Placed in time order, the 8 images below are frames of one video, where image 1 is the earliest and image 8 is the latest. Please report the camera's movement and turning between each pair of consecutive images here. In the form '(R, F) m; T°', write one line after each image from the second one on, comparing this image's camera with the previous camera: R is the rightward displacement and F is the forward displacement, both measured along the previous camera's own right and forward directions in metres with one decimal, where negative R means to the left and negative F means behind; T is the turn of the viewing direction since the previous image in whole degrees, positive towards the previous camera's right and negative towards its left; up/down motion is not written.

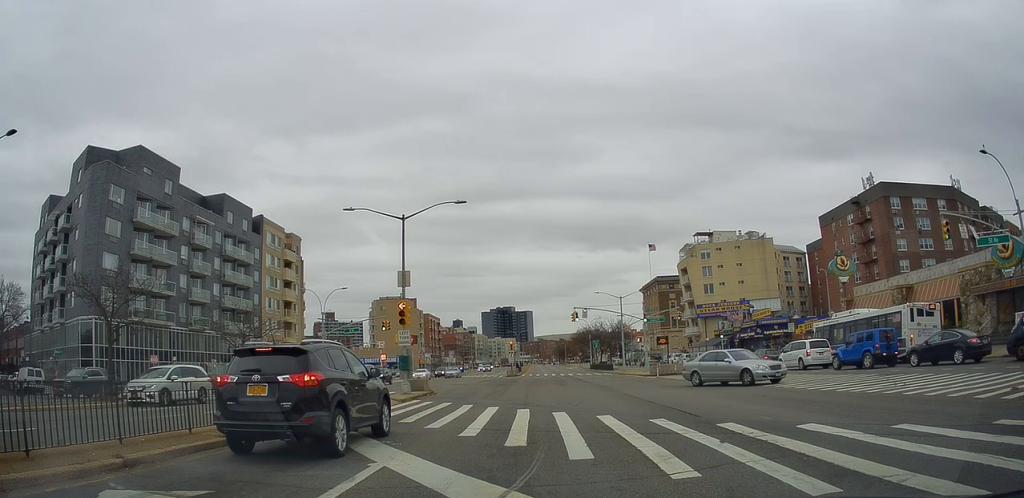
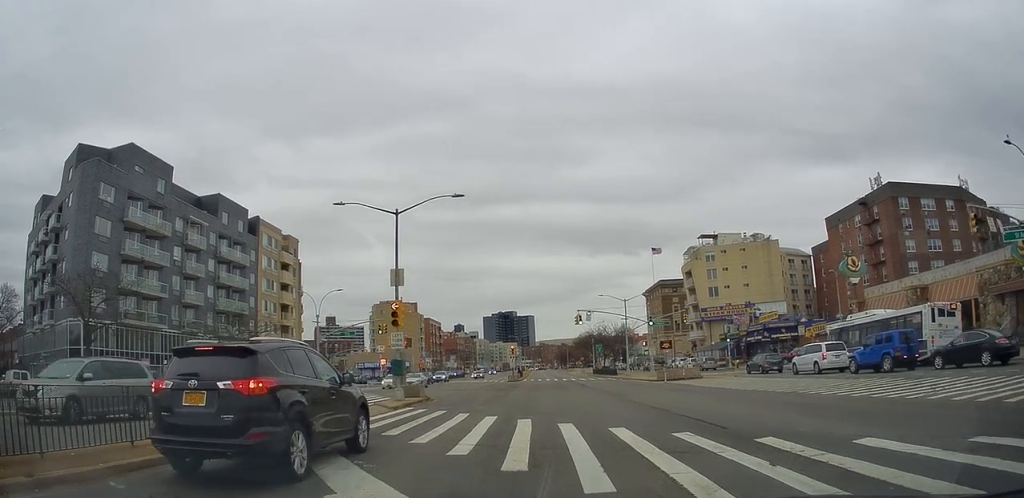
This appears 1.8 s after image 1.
(0.0, 0.0) m; 0°
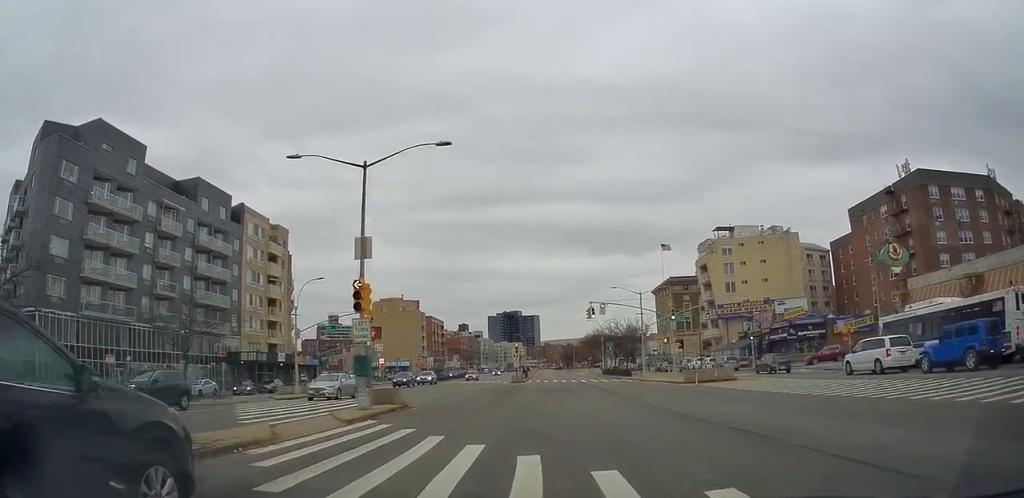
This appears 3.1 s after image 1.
(-0.1, +0.9) m; 0°
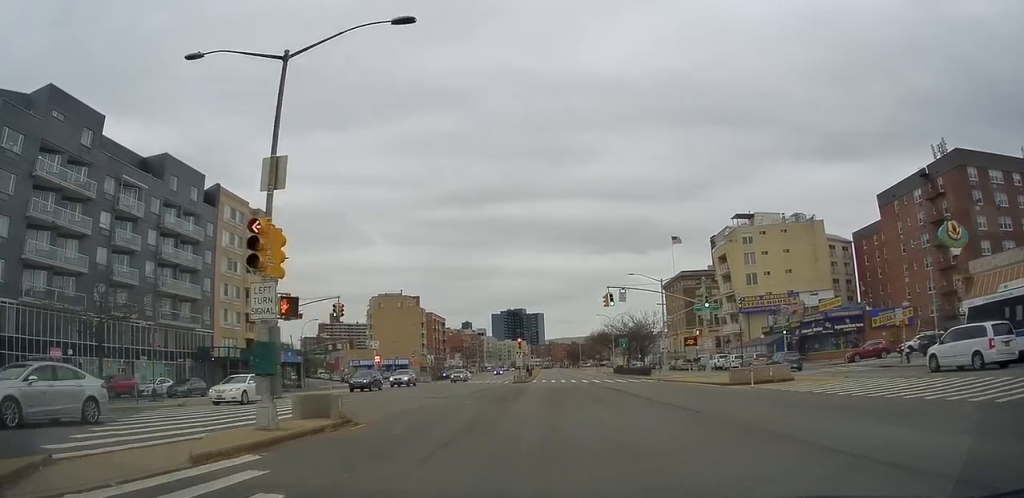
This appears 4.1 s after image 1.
(0.0, +3.2) m; 0°
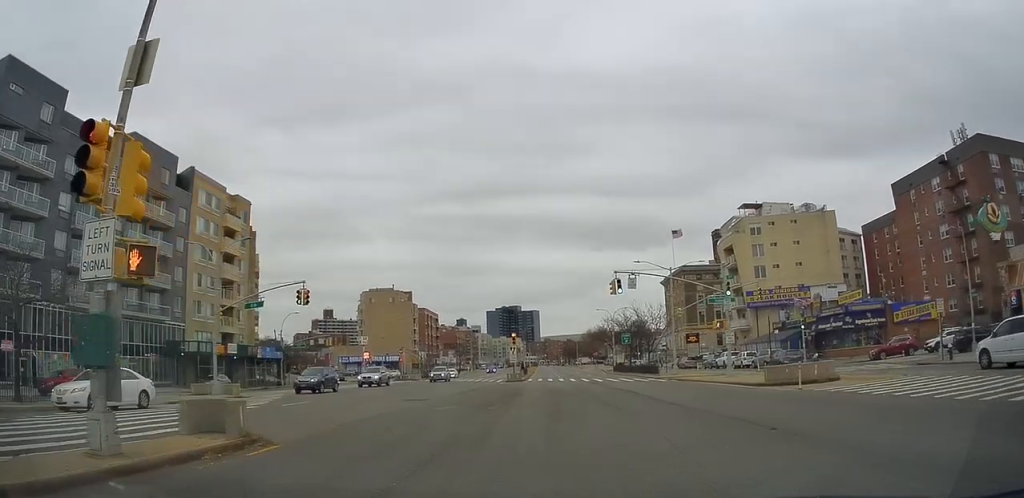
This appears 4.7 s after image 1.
(0.0, +2.9) m; 0°
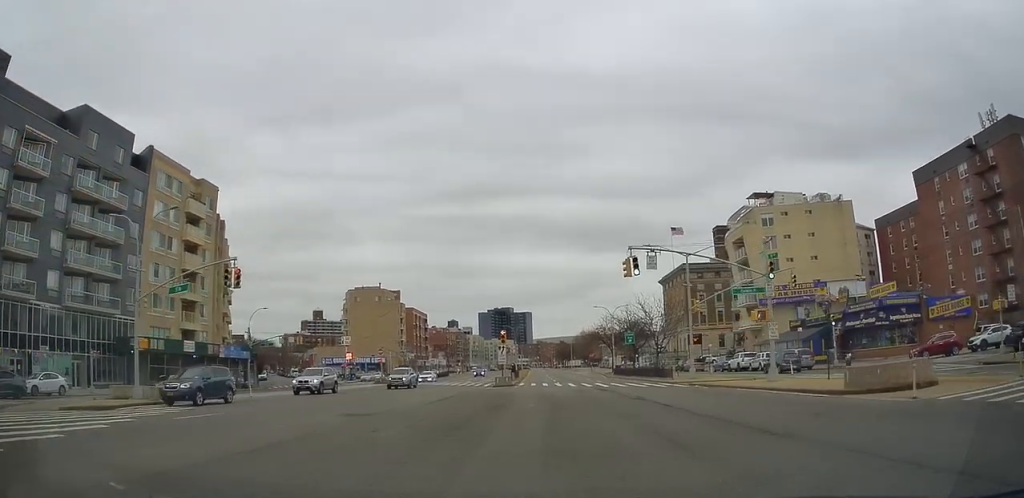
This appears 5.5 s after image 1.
(-0.1, +4.7) m; +1°
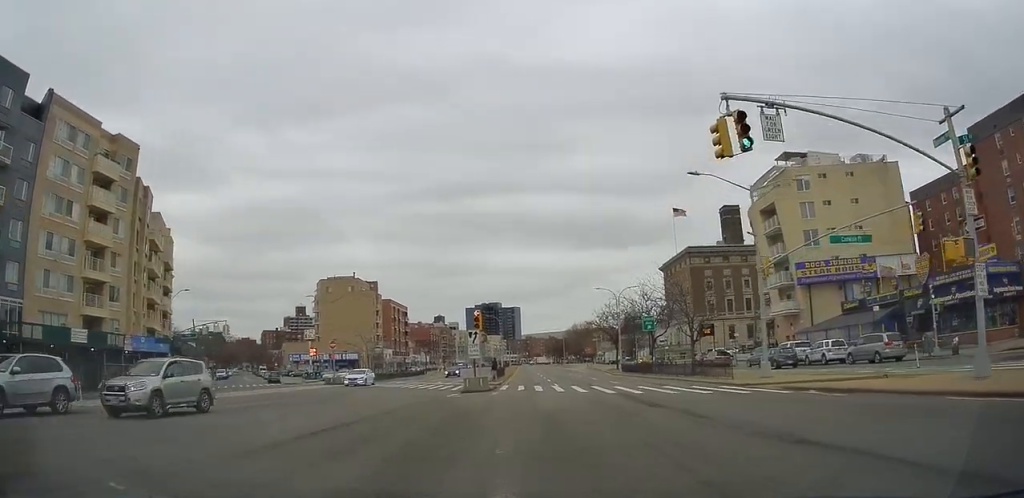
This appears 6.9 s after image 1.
(+0.2, +12.1) m; 0°
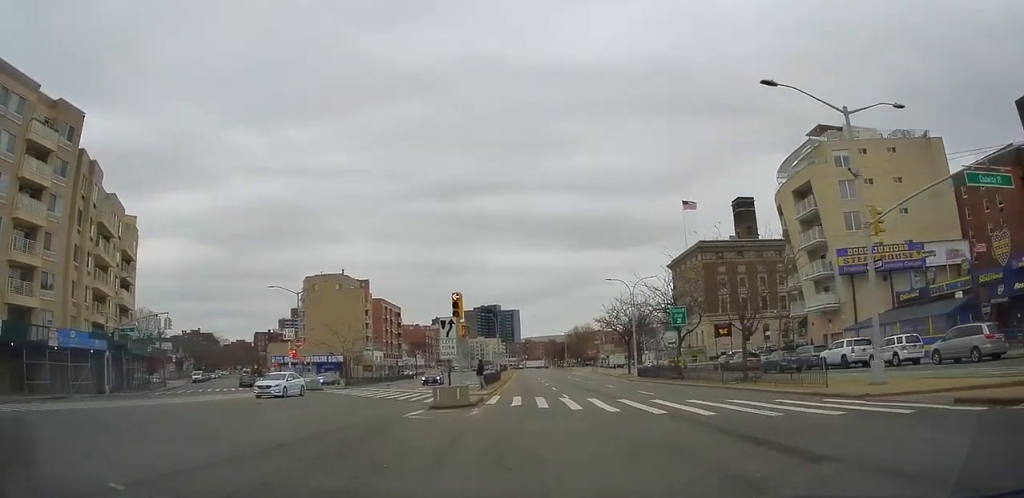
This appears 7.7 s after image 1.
(-0.1, +8.4) m; -1°
